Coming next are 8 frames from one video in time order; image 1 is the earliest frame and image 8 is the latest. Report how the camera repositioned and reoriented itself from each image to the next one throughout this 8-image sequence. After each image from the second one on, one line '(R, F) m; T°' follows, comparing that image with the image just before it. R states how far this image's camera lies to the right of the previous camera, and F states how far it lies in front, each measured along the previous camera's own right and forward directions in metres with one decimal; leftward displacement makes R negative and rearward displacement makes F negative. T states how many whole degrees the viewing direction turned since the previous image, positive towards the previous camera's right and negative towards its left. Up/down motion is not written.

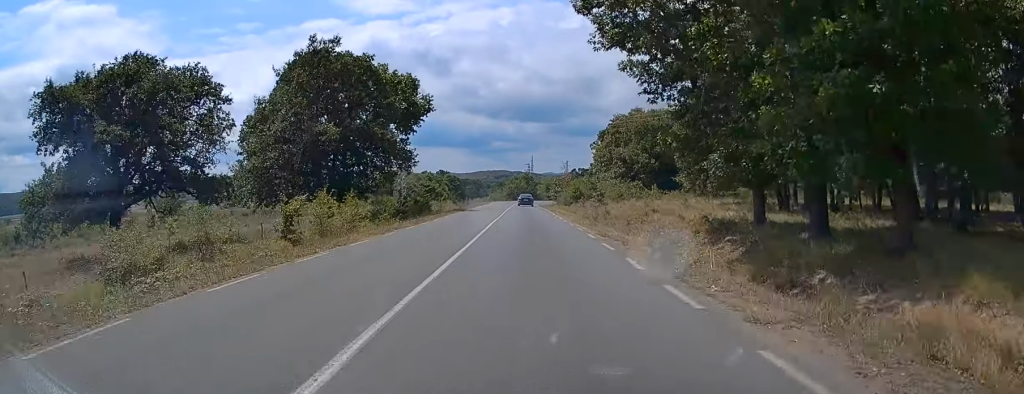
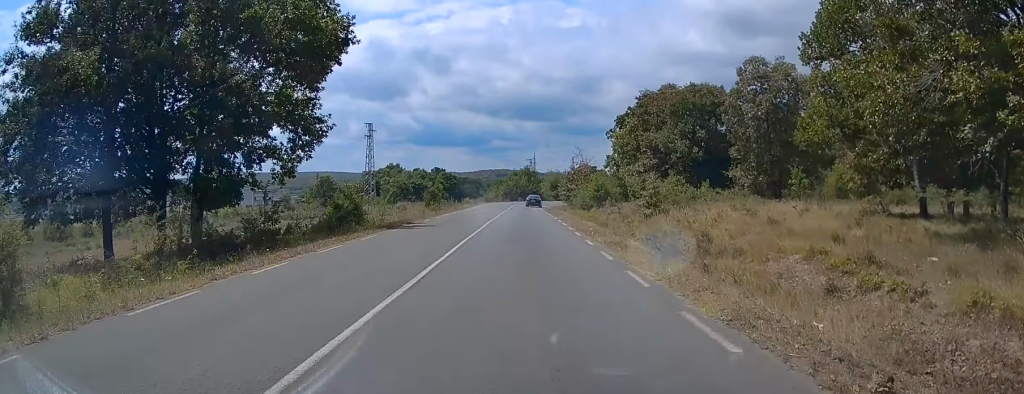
(0.0, +27.0) m; 0°
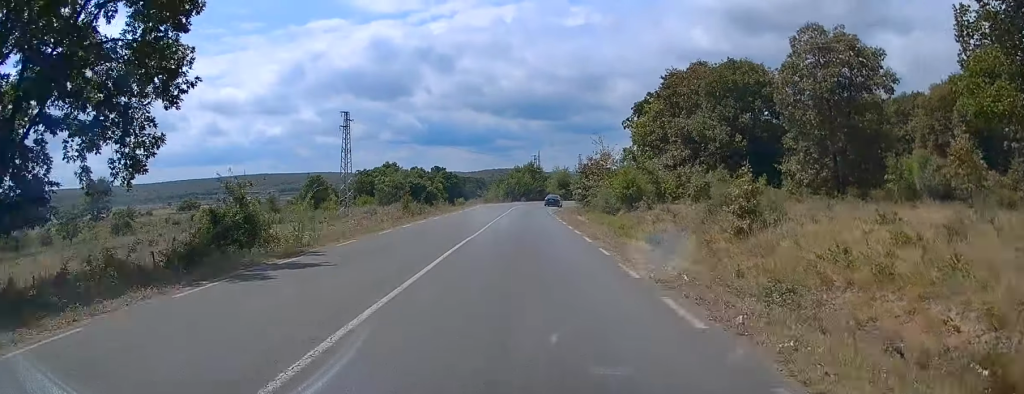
(0.0, +15.3) m; 0°
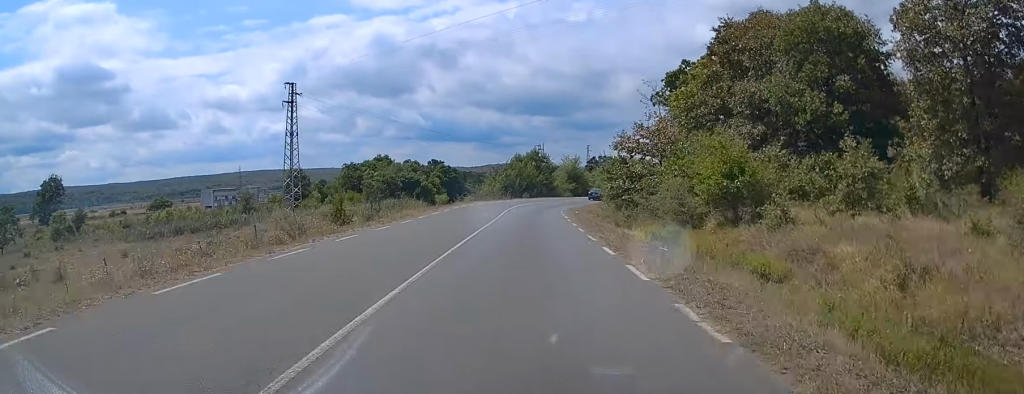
(0.0, +20.9) m; 0°
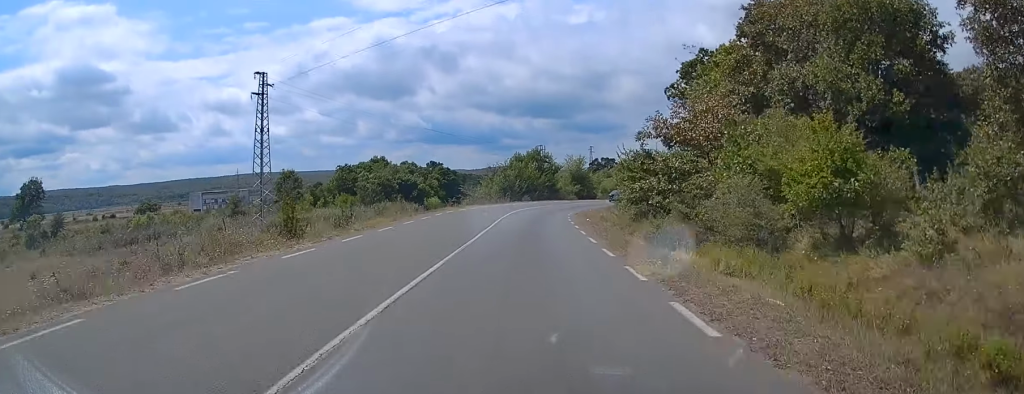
(-0.1, +7.6) m; 0°
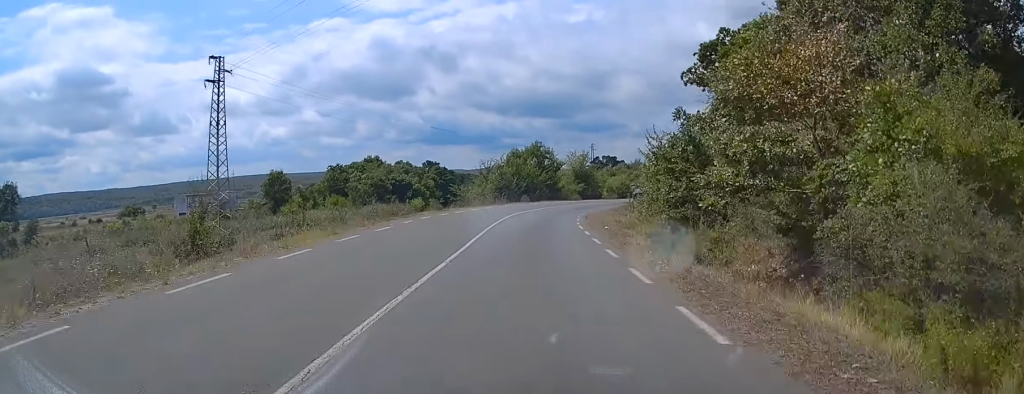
(+0.1, +8.2) m; 0°
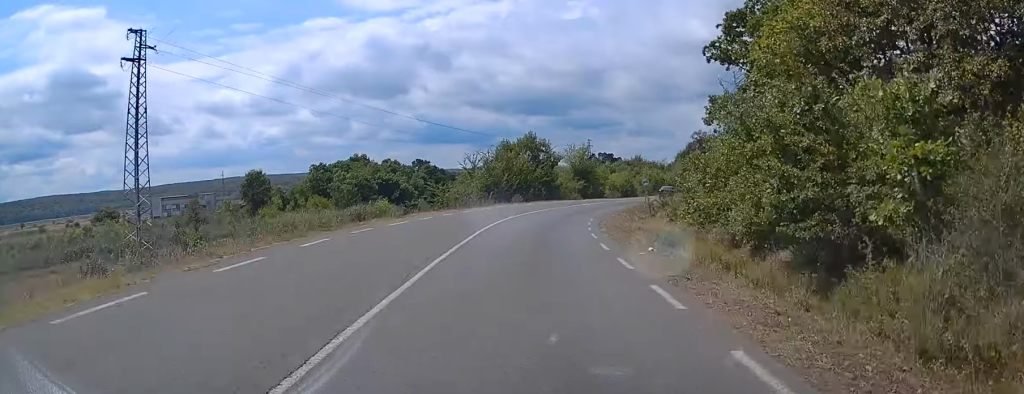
(+0.1, +10.1) m; 0°
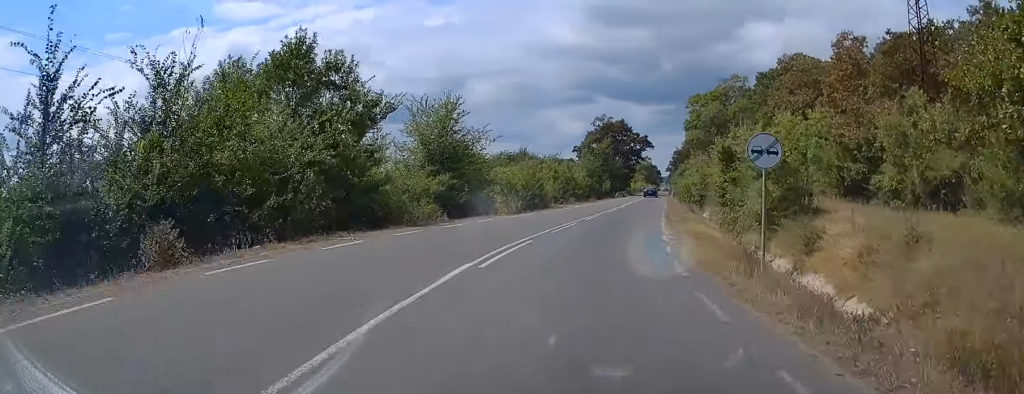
(+2.5, +43.9) m; +9°
